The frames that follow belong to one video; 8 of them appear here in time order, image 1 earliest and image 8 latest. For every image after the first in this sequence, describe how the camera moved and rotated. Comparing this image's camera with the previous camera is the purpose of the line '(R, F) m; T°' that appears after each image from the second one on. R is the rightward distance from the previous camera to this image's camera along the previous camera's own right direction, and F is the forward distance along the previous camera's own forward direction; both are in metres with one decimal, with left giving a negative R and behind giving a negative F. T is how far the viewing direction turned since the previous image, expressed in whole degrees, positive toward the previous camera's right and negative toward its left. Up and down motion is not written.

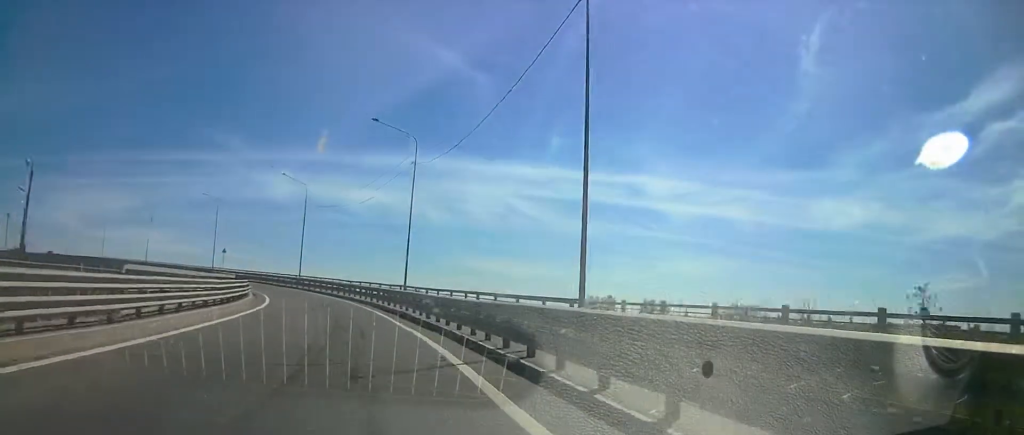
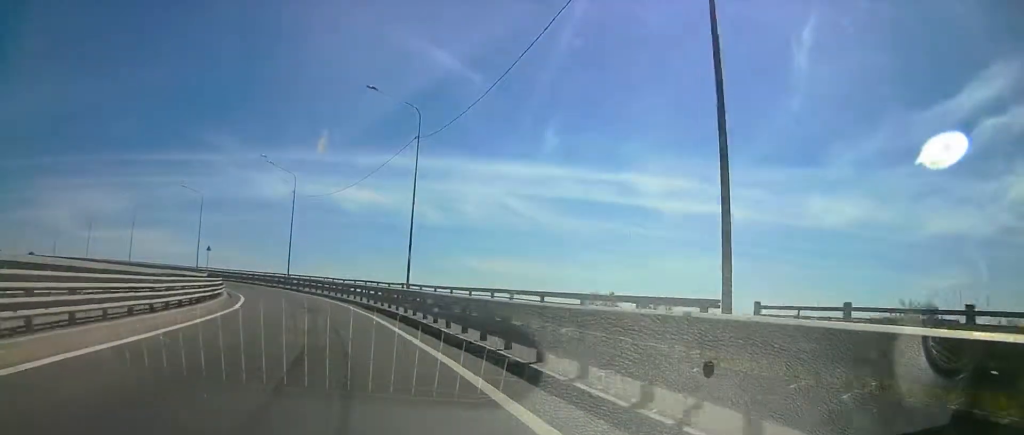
(+0.3, +8.5) m; +1°
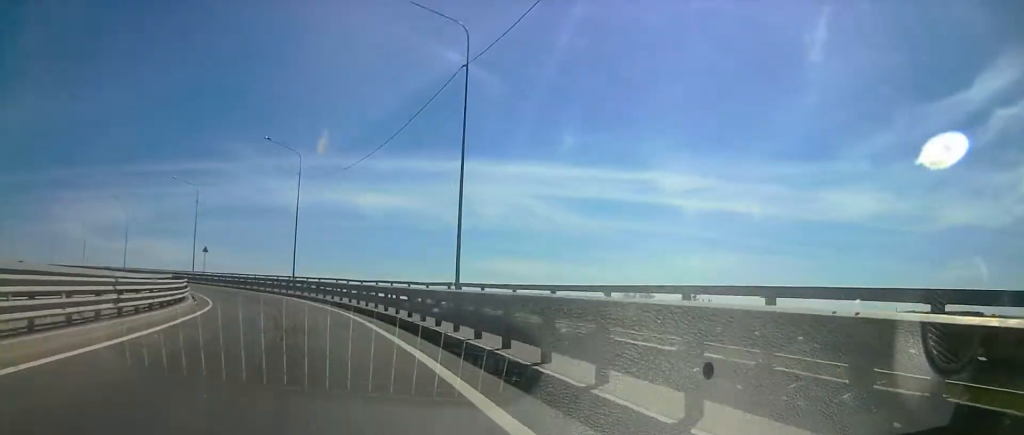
(+0.4, +15.0) m; -2°
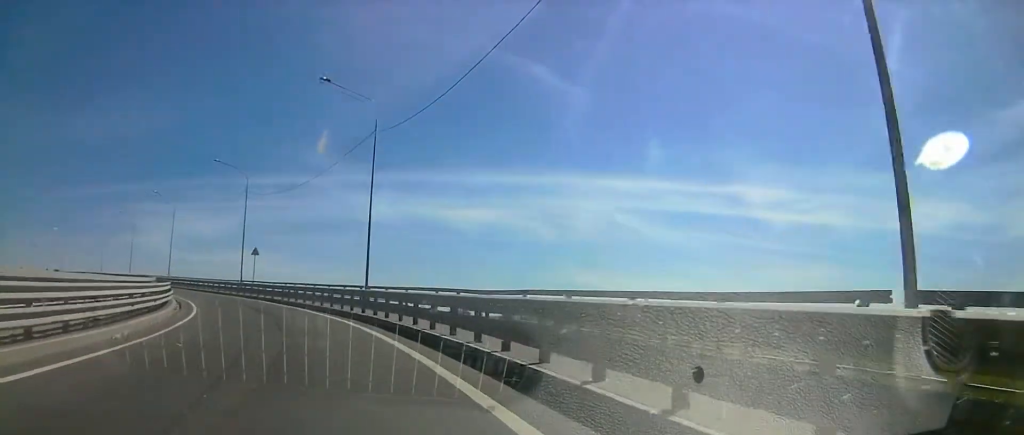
(-2.2, +19.7) m; -16°
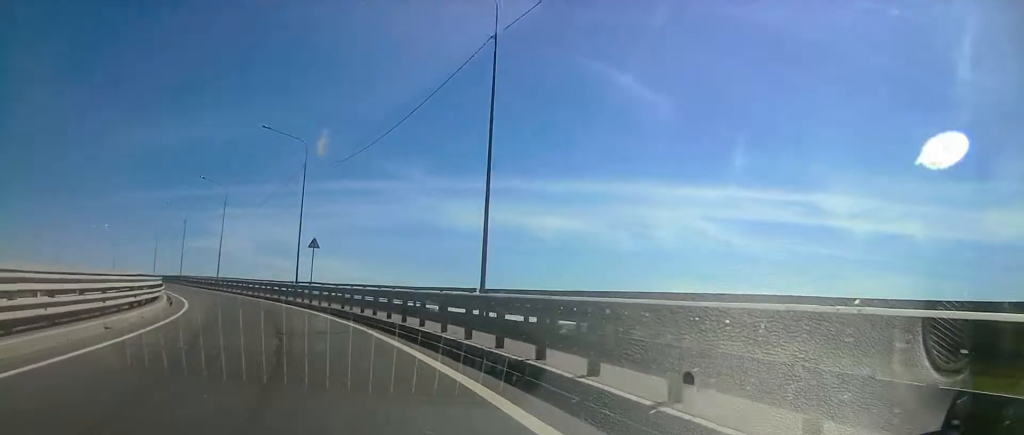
(-2.2, +15.6) m; -8°
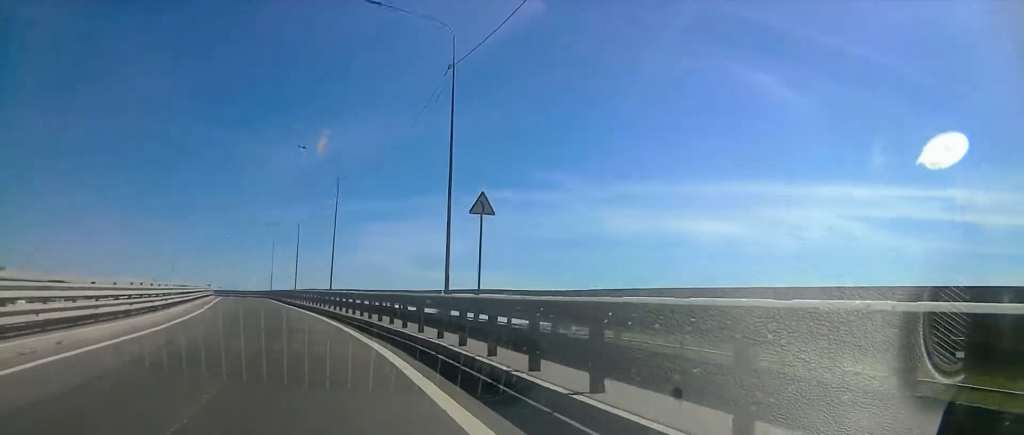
(-0.1, +25.1) m; 0°
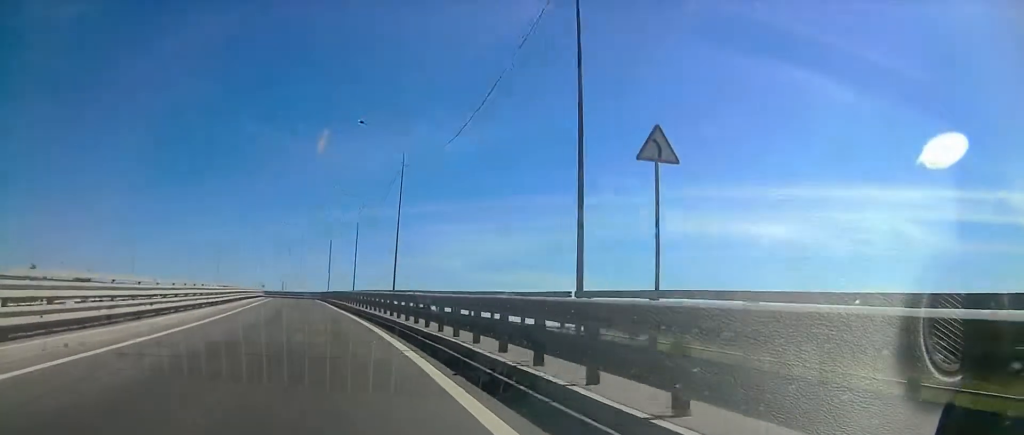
(0.0, +8.9) m; 0°
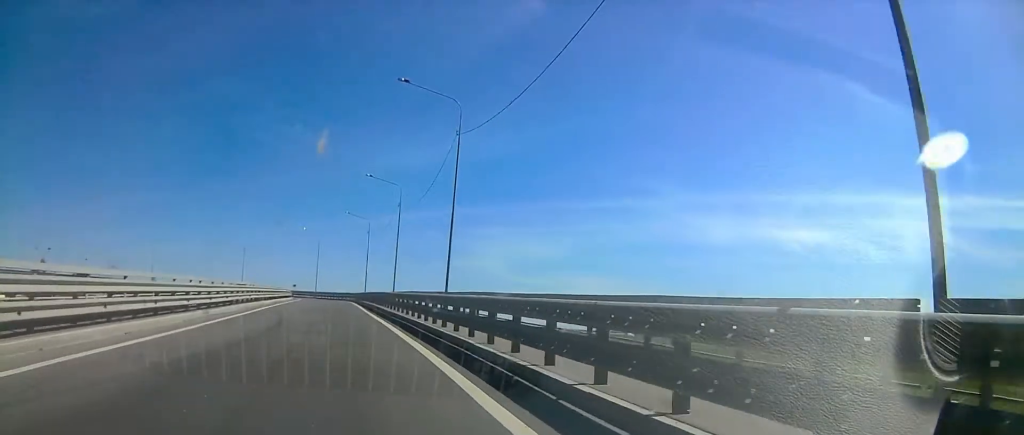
(0.0, +9.4) m; 0°
